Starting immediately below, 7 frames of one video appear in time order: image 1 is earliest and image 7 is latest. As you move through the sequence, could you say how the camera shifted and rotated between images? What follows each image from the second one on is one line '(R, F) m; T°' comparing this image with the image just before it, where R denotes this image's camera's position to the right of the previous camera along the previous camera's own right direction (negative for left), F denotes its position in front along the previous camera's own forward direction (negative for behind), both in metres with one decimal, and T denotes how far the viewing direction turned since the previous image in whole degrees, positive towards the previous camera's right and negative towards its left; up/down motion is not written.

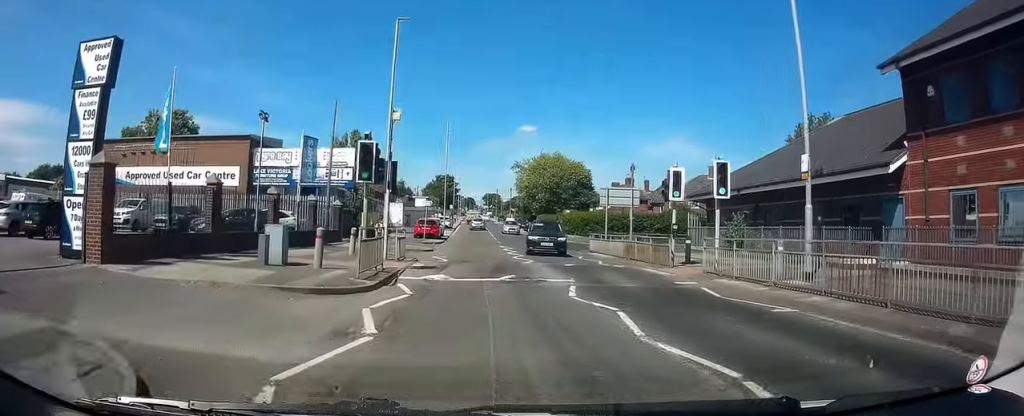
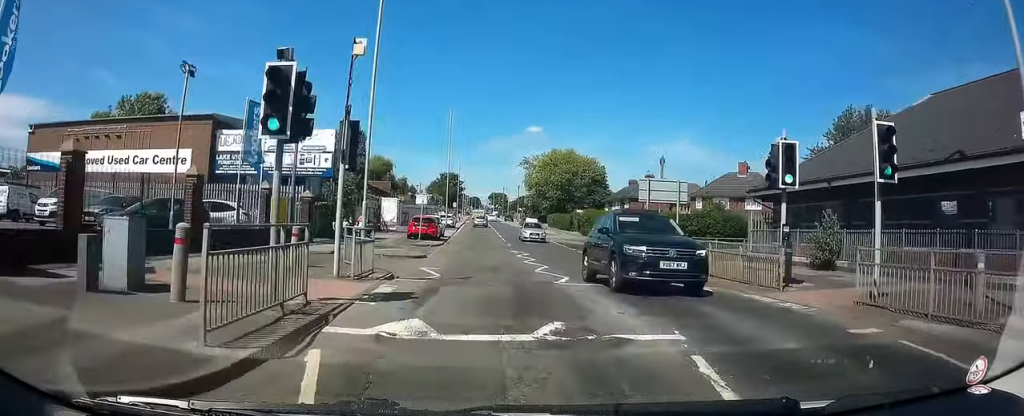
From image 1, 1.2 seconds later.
(+0.1, +7.1) m; 0°
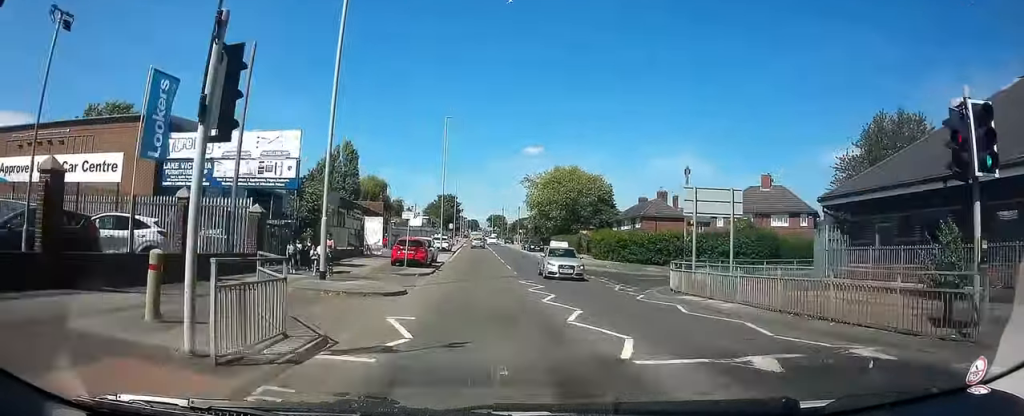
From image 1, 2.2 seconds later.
(-0.1, +6.3) m; -1°
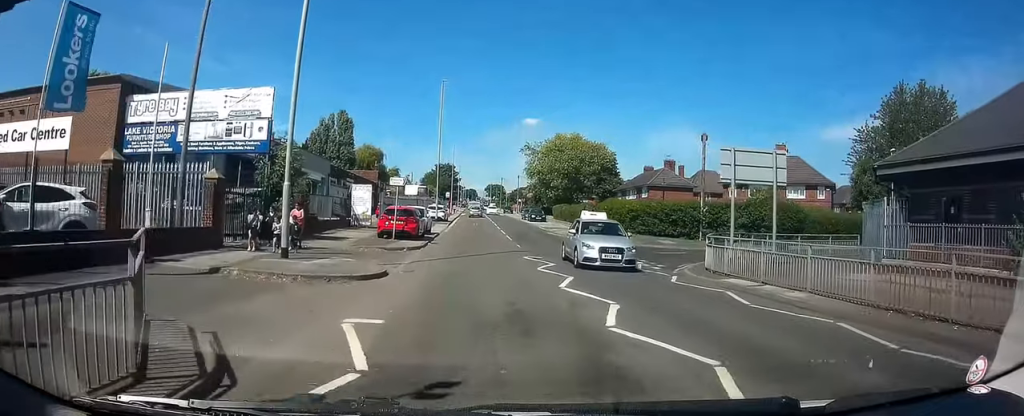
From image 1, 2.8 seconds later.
(0.0, +3.5) m; 0°
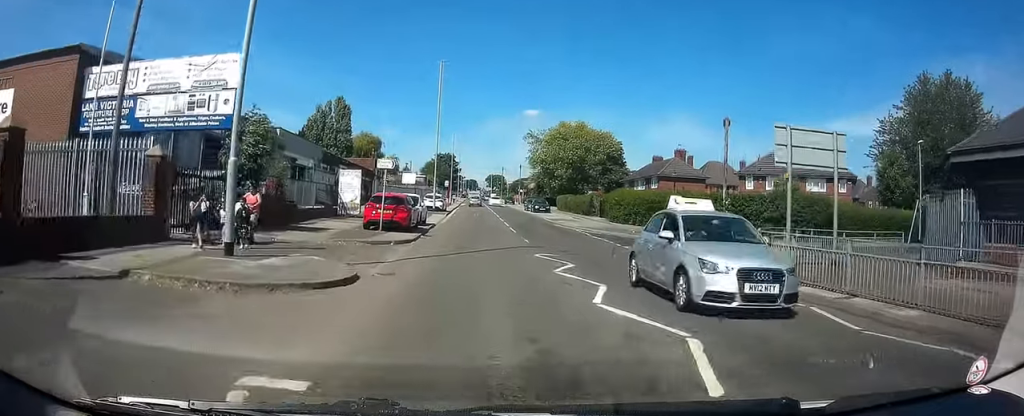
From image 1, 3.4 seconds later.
(0.0, +3.5) m; -1°
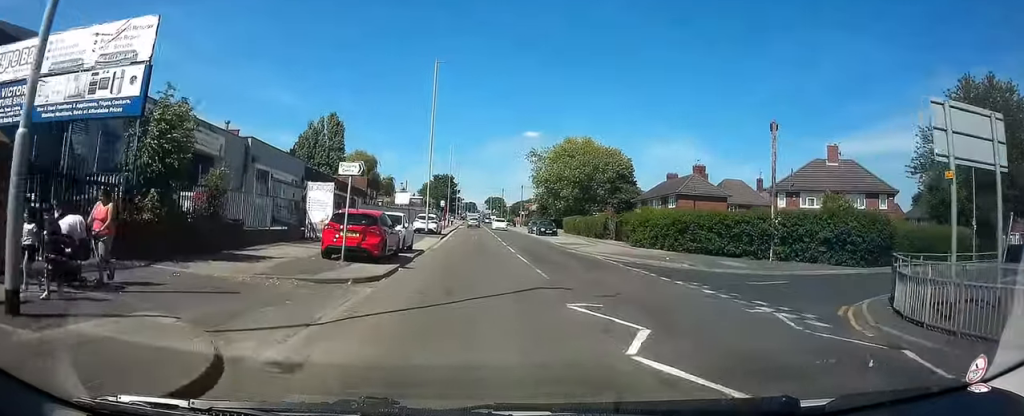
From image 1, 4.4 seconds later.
(-0.1, +5.7) m; -1°
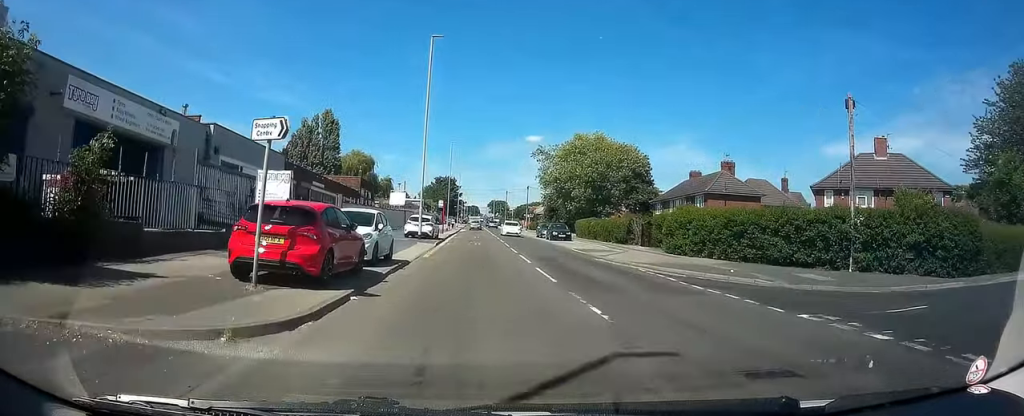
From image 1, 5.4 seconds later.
(0.0, +6.1) m; +2°
